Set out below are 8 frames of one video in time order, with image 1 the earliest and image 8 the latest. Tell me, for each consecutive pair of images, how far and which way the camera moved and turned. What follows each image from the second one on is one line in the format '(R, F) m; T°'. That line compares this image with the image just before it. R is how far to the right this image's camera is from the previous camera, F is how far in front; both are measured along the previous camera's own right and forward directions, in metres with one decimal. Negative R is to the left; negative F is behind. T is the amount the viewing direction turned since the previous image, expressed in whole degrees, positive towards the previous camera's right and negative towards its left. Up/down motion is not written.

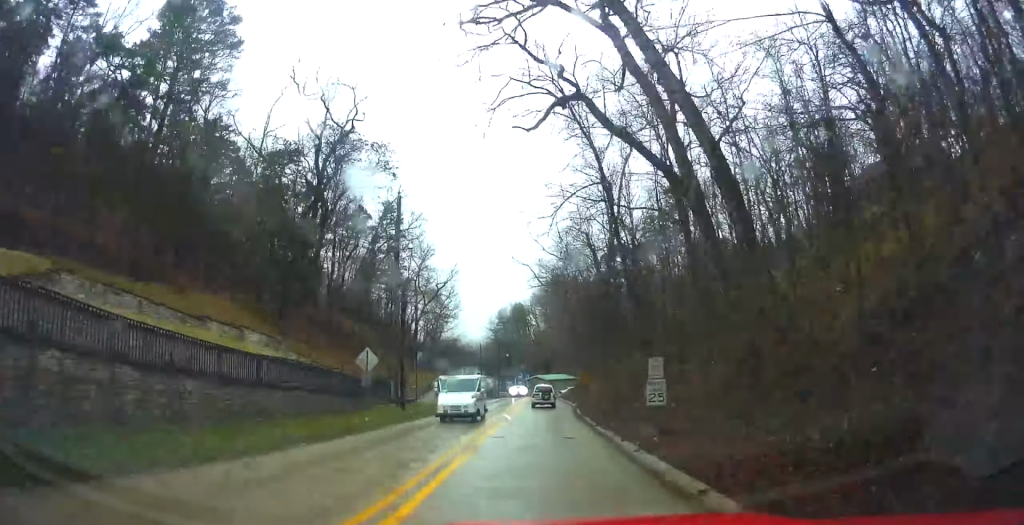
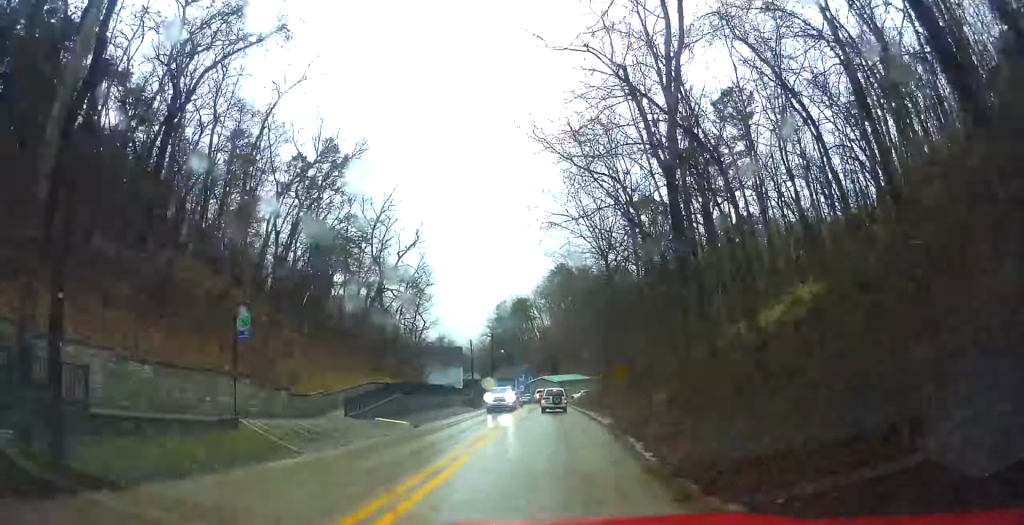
(-0.8, +24.8) m; 0°
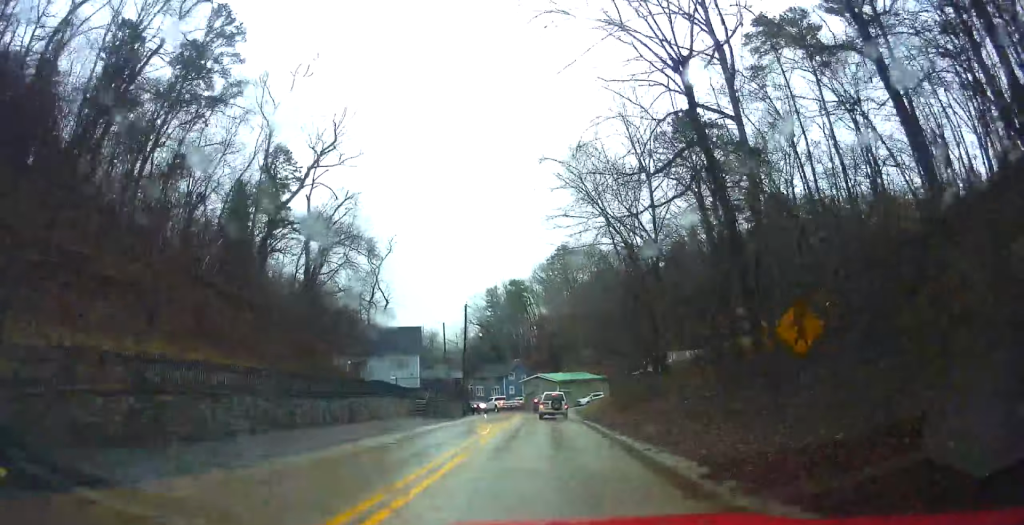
(+0.6, +24.1) m; -1°
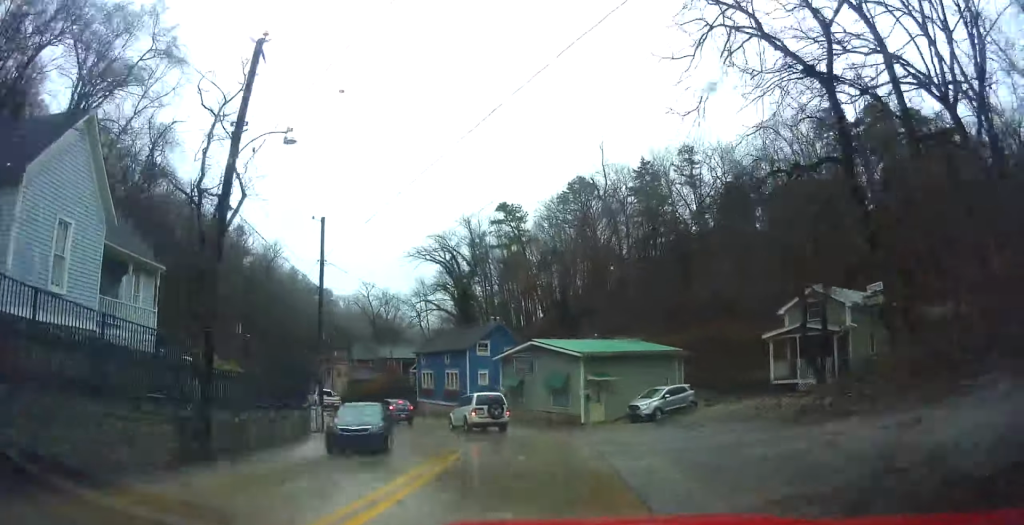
(-1.5, +40.1) m; -8°
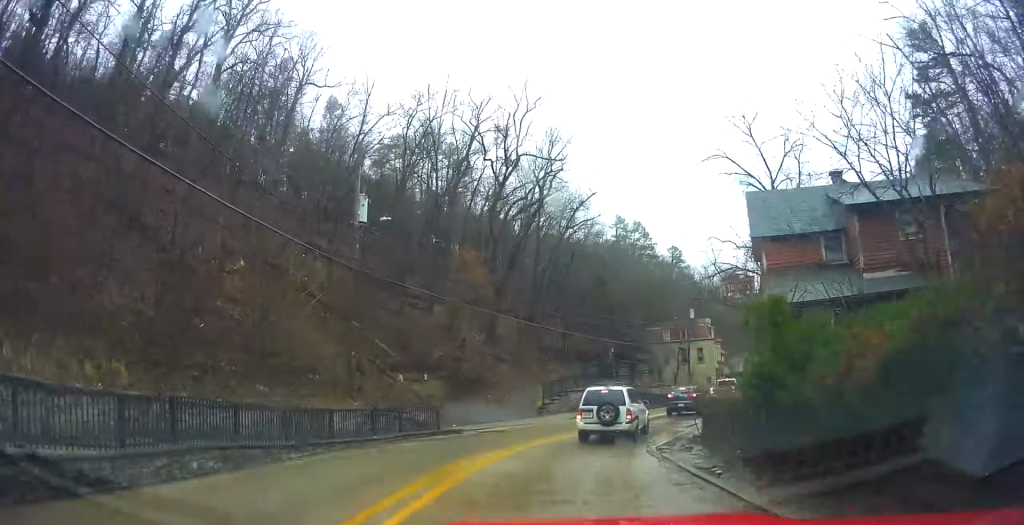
(-13.1, +48.1) m; -23°
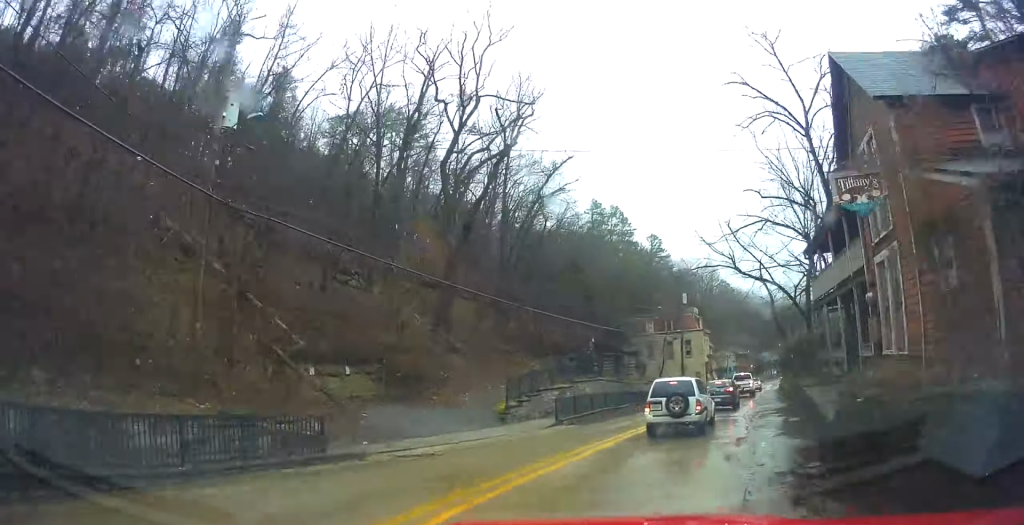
(+0.1, +7.9) m; +3°
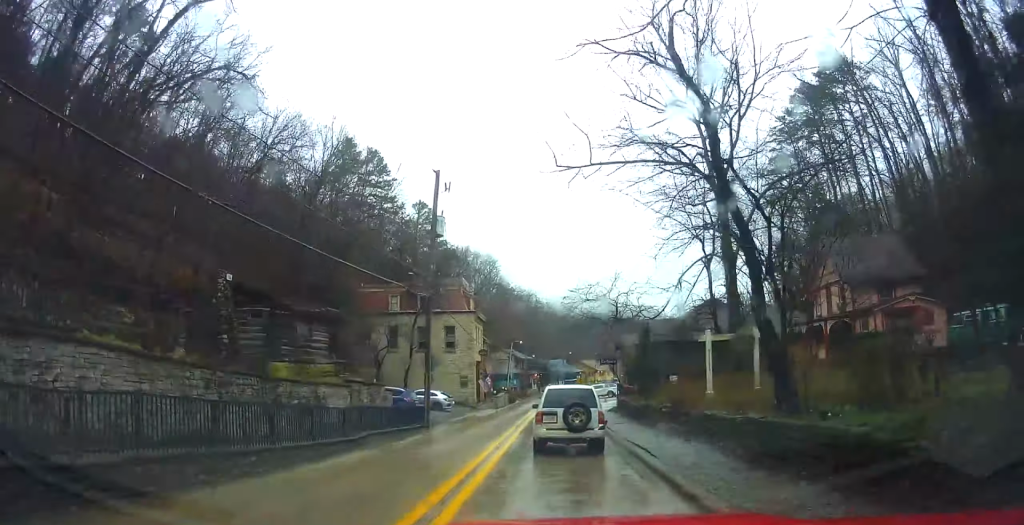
(+3.0, +25.4) m; +13°
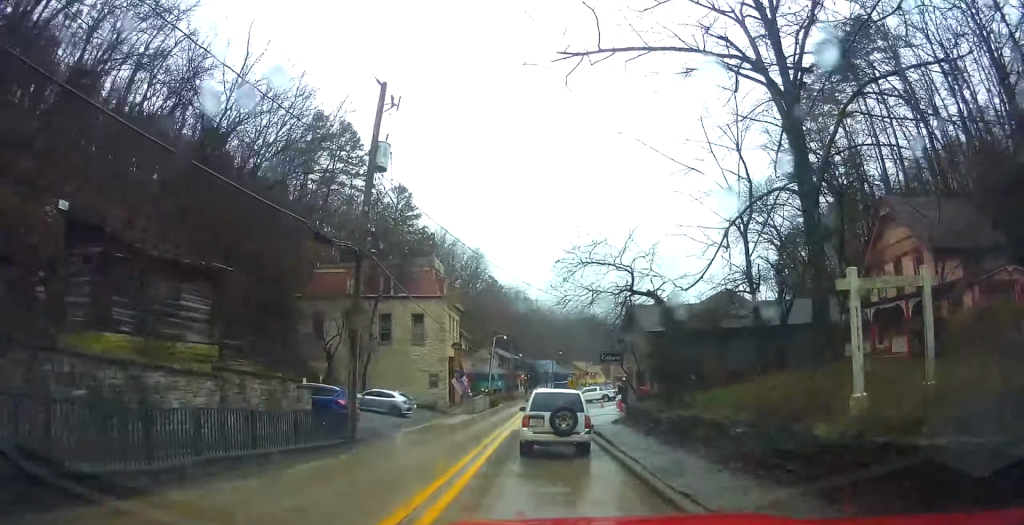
(+0.7, +8.2) m; +2°
